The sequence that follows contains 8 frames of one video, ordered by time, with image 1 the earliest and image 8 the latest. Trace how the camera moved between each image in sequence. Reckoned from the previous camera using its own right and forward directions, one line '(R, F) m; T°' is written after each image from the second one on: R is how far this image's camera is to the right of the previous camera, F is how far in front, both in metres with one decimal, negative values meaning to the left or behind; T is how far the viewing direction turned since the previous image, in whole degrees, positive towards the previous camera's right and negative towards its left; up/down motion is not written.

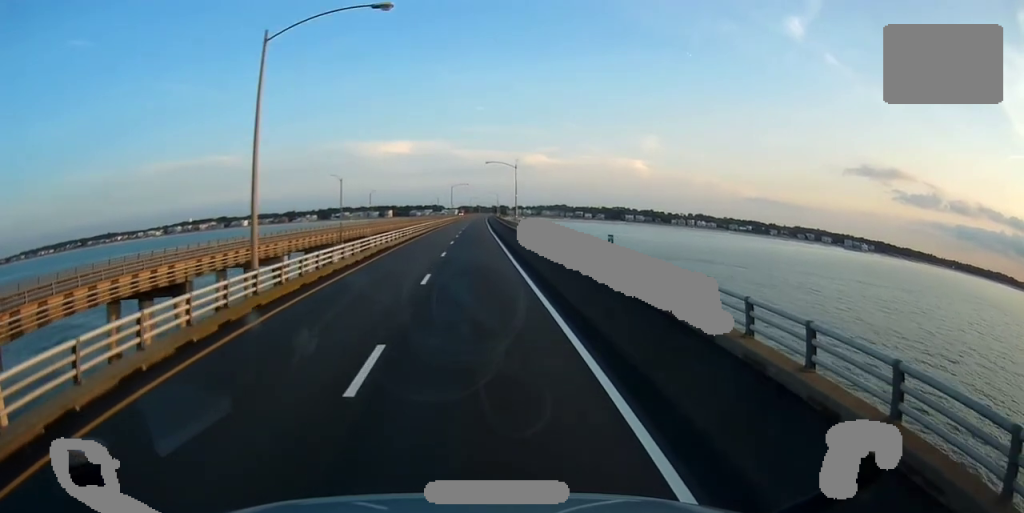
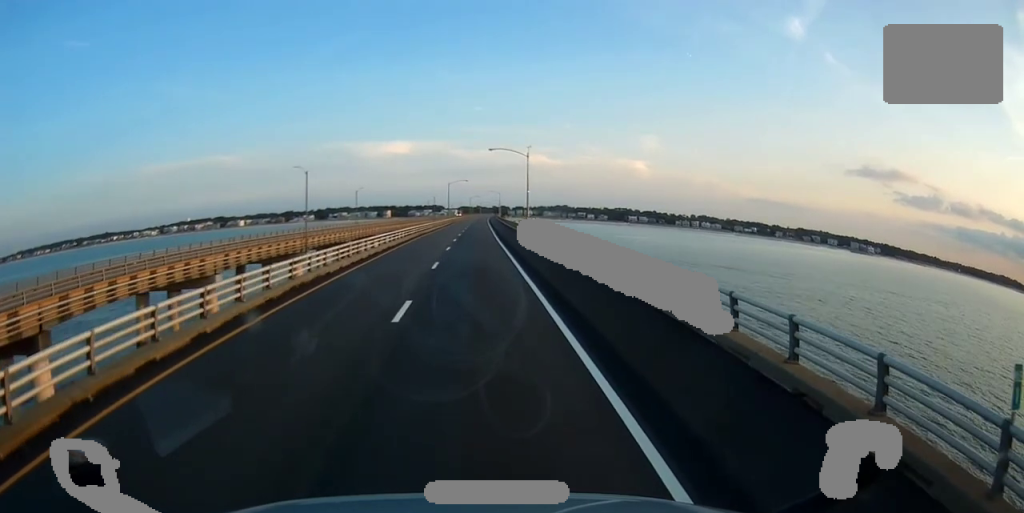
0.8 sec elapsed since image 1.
(-0.4, +19.3) m; 0°
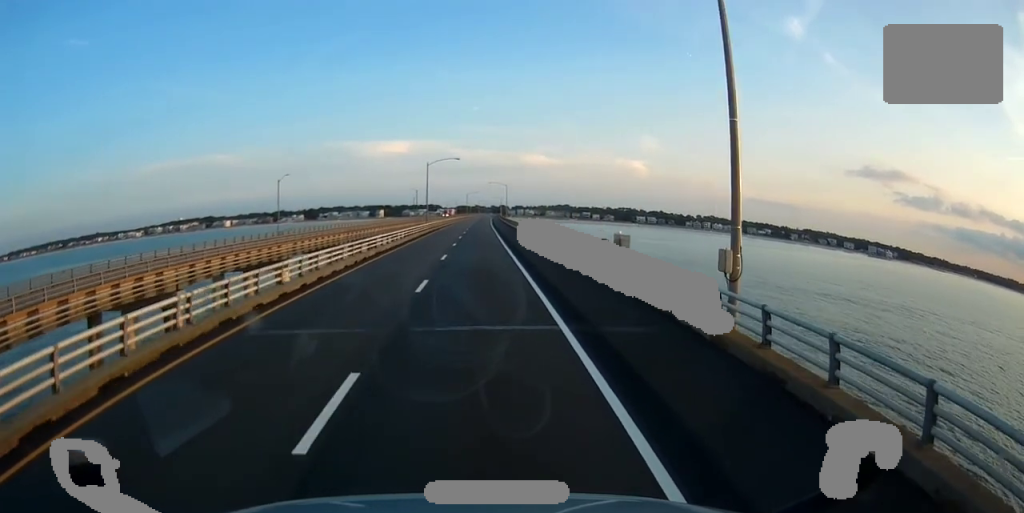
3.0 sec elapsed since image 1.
(+0.7, +55.8) m; 0°
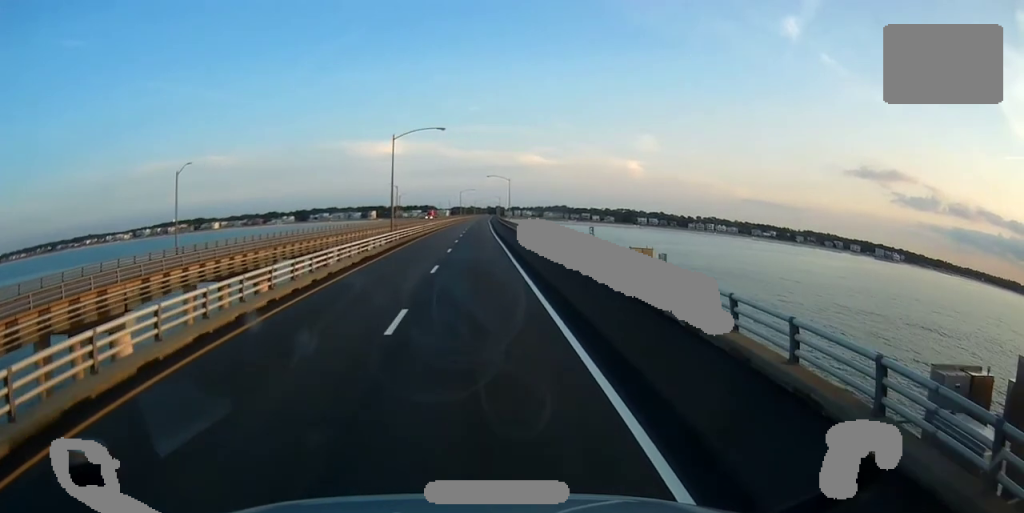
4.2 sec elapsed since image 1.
(-0.3, +30.5) m; 0°
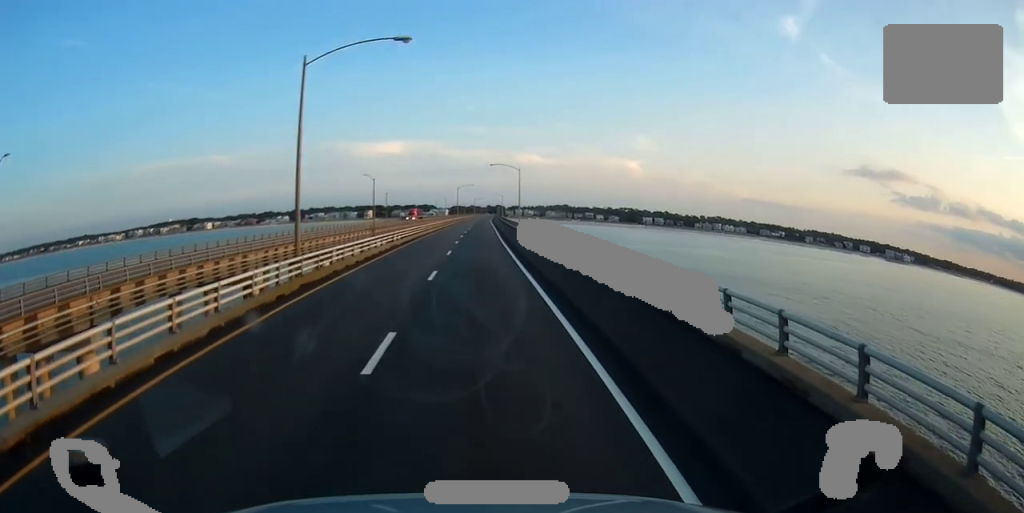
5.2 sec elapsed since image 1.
(+0.4, +27.3) m; +1°
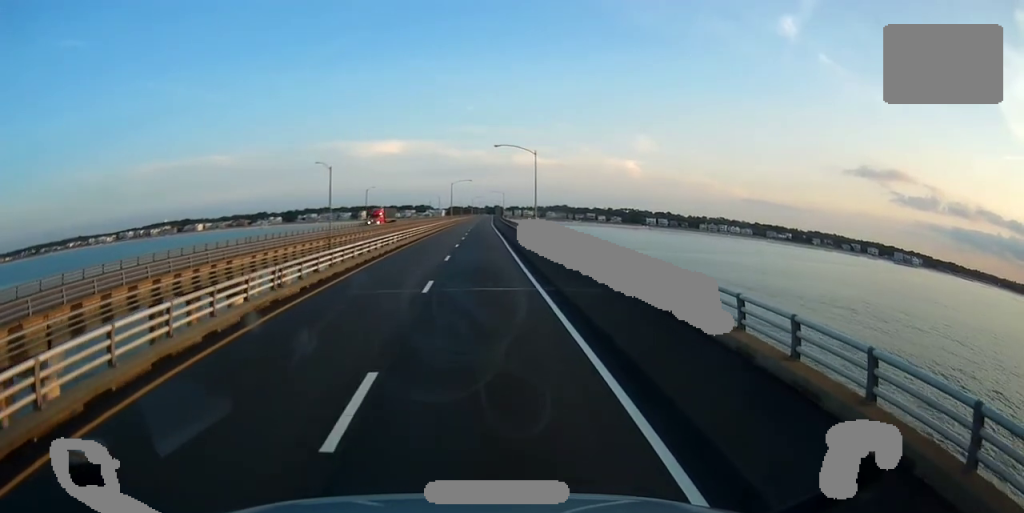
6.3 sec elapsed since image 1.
(0.0, +27.2) m; 0°
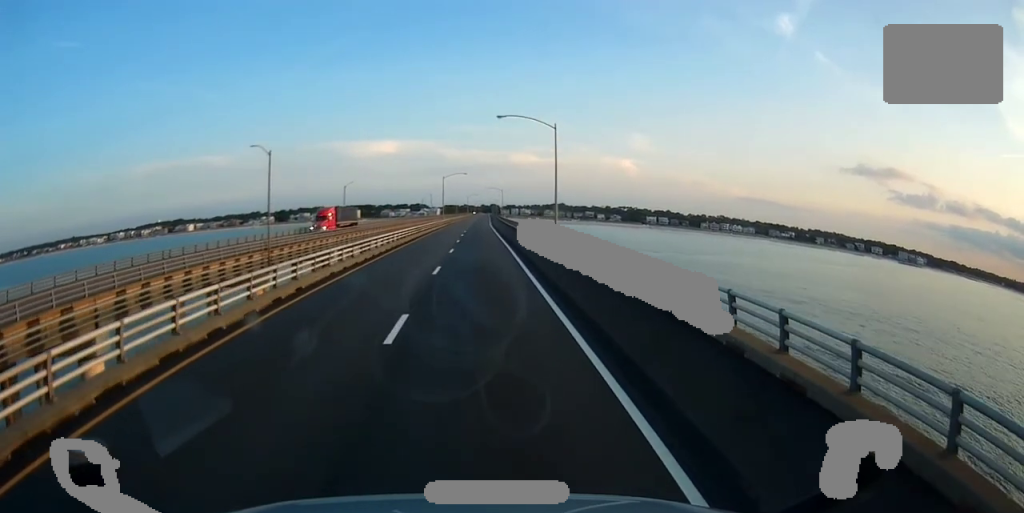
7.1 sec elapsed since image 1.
(0.0, +19.1) m; 0°
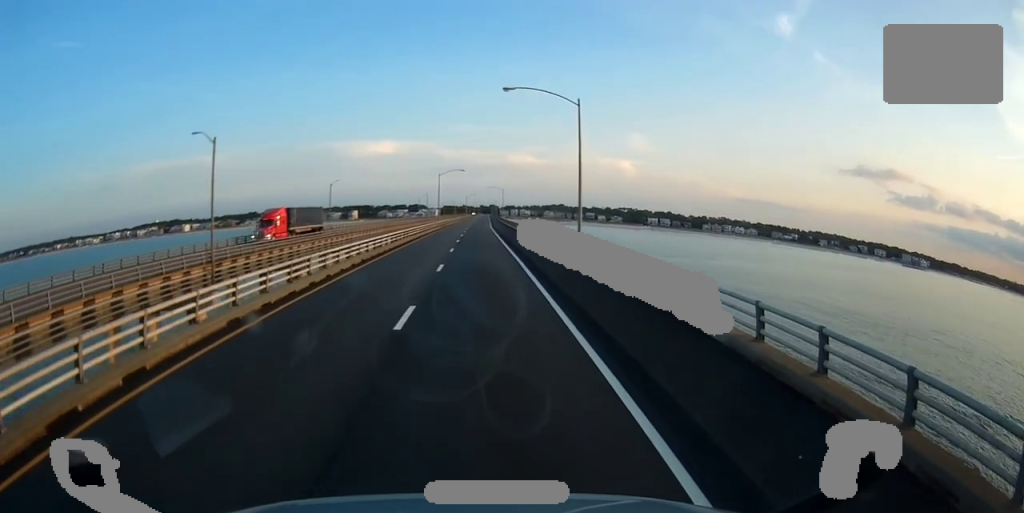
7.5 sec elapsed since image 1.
(0.0, +11.1) m; 0°
